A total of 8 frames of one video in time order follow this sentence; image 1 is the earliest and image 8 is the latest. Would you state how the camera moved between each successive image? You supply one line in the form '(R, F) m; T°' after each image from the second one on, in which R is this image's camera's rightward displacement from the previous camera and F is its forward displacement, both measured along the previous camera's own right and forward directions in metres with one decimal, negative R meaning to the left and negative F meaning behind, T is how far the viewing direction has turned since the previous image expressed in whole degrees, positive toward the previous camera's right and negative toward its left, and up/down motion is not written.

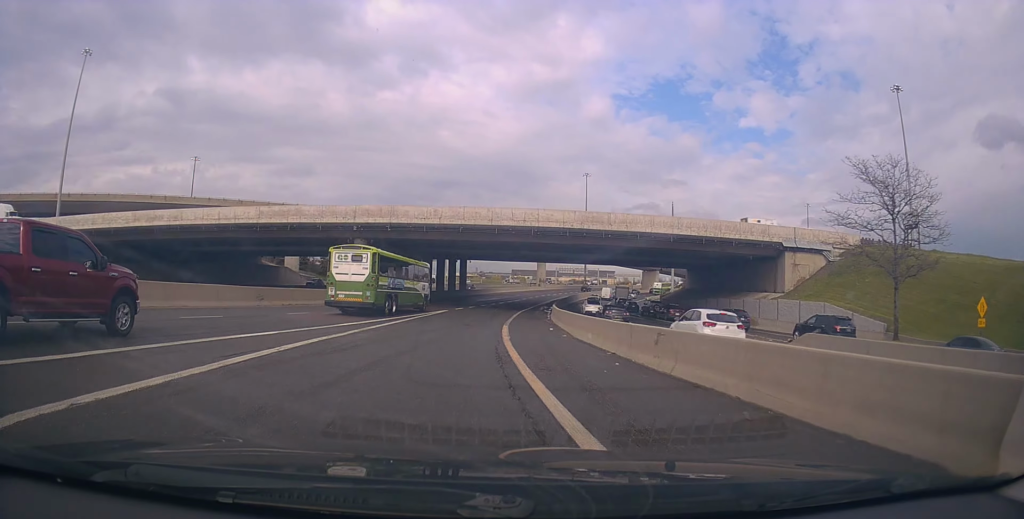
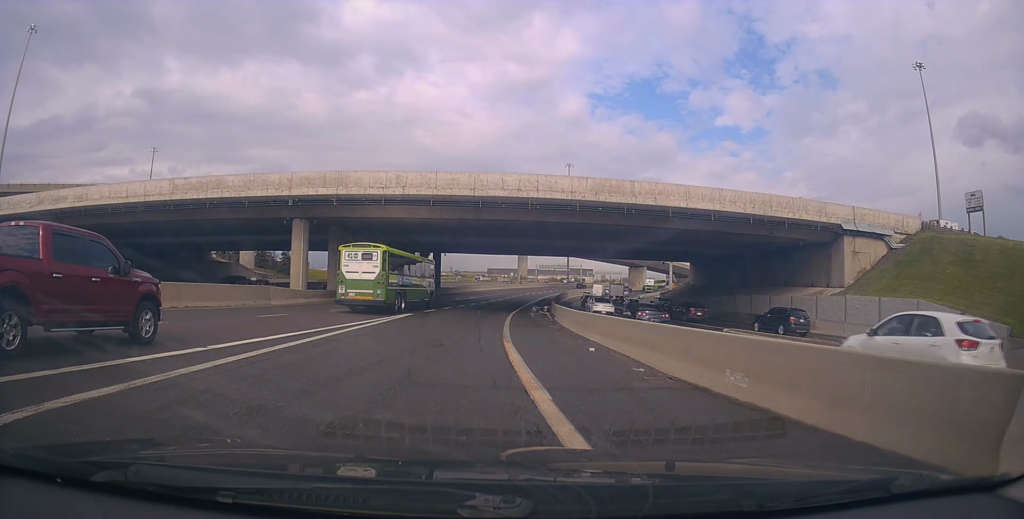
(0.0, +12.4) m; +3°
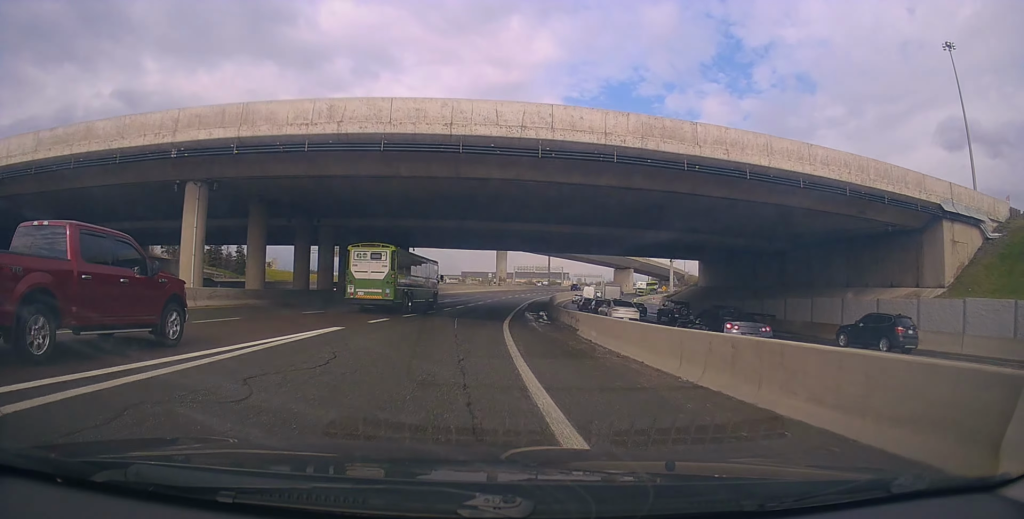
(+1.1, +13.3) m; +3°
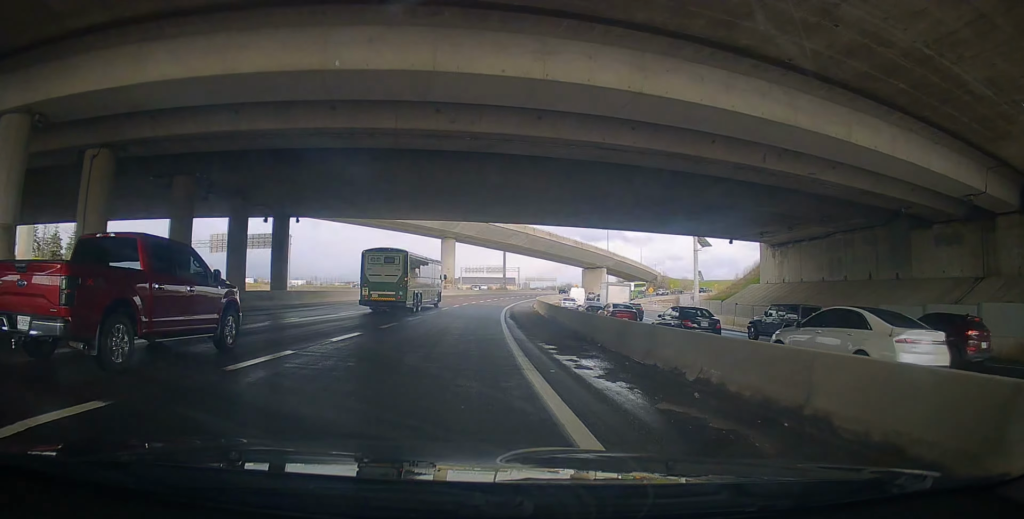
(+0.6, +31.4) m; +3°
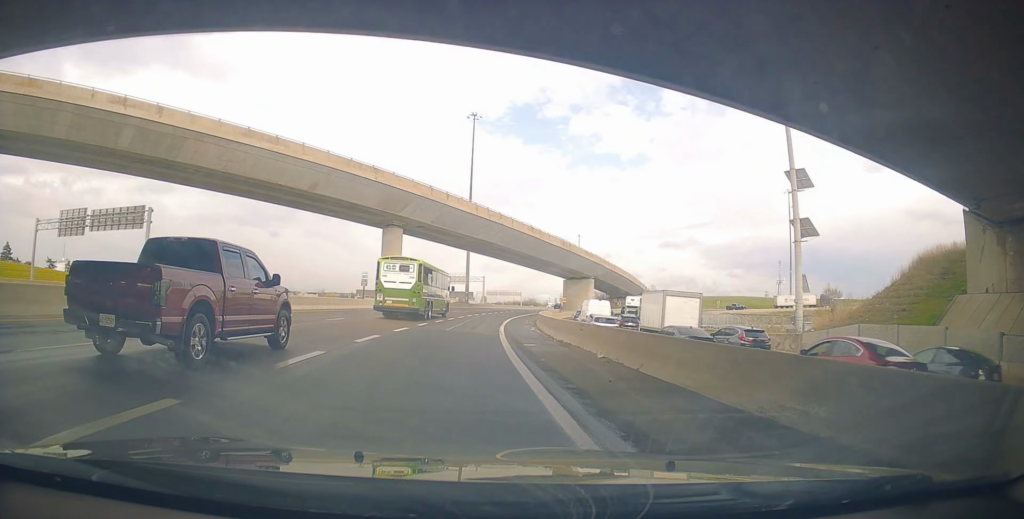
(+0.5, +29.4) m; +7°
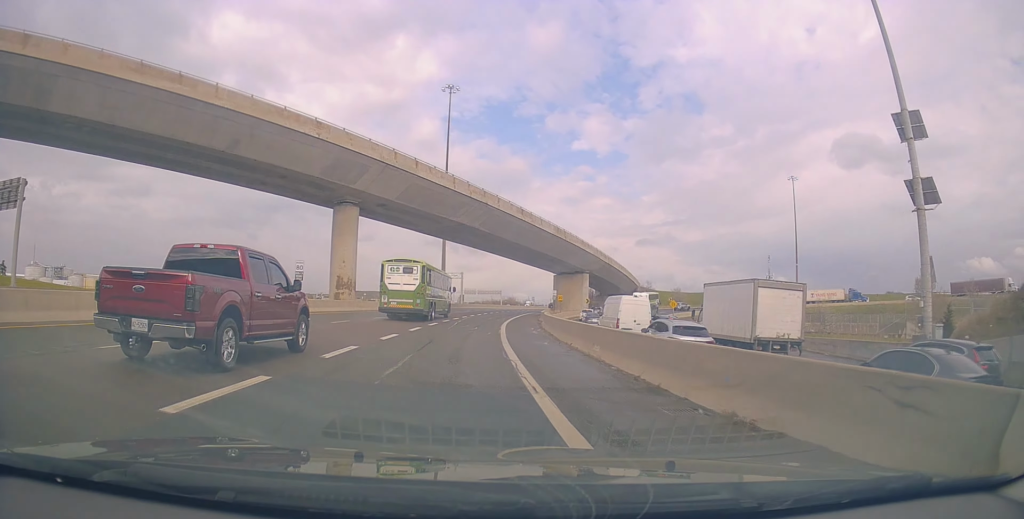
(+1.8, +15.4) m; +4°
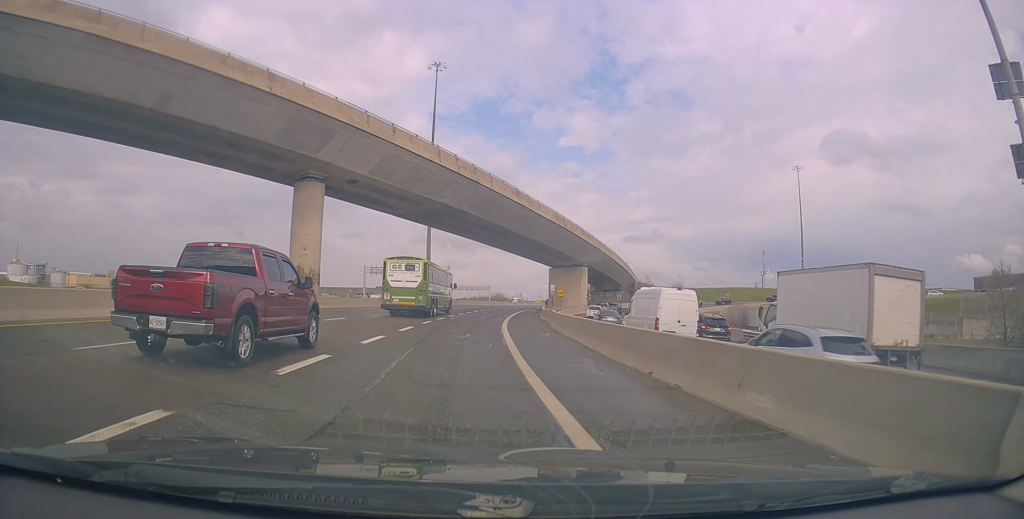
(0.0, +8.9) m; +1°
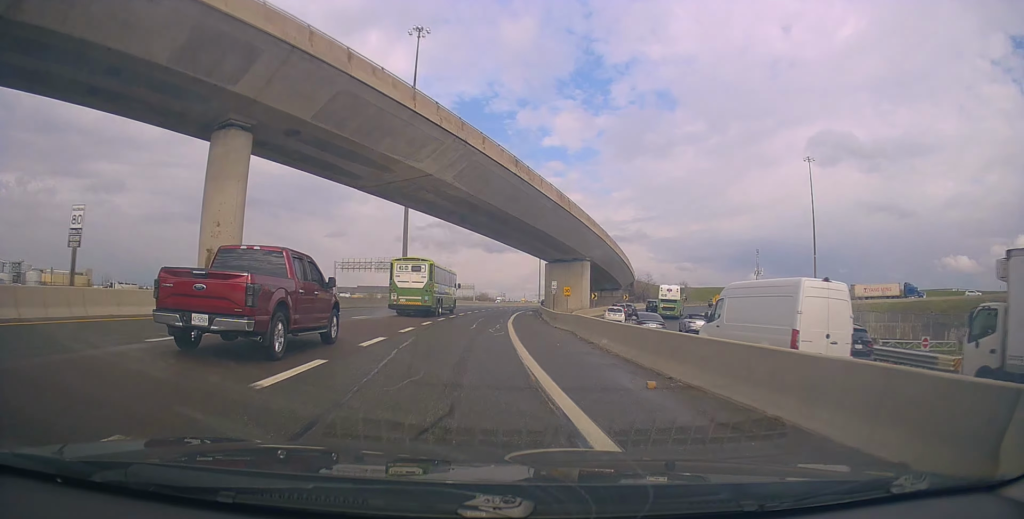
(-0.4, +13.3) m; 0°
